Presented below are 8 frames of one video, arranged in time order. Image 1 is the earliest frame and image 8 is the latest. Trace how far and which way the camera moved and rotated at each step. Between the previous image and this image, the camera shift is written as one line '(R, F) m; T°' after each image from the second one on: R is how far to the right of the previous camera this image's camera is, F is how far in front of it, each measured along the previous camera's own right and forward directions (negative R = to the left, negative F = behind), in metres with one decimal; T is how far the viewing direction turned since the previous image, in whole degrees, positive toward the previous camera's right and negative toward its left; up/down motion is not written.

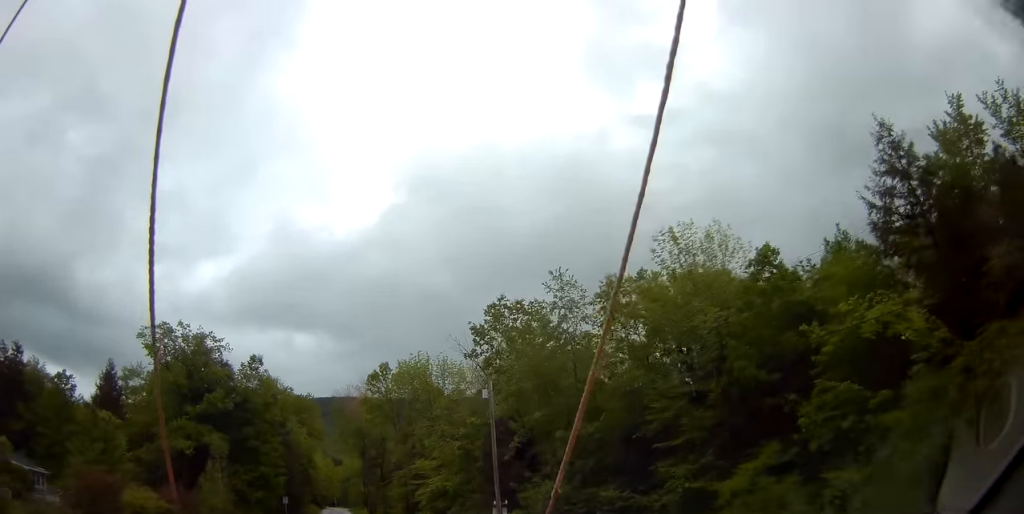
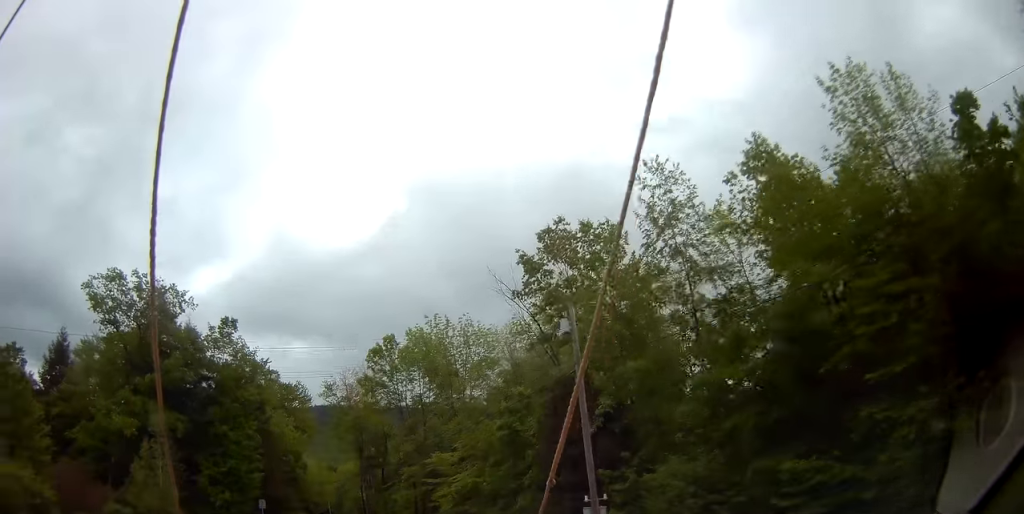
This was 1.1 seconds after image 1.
(-0.1, +15.5) m; 0°
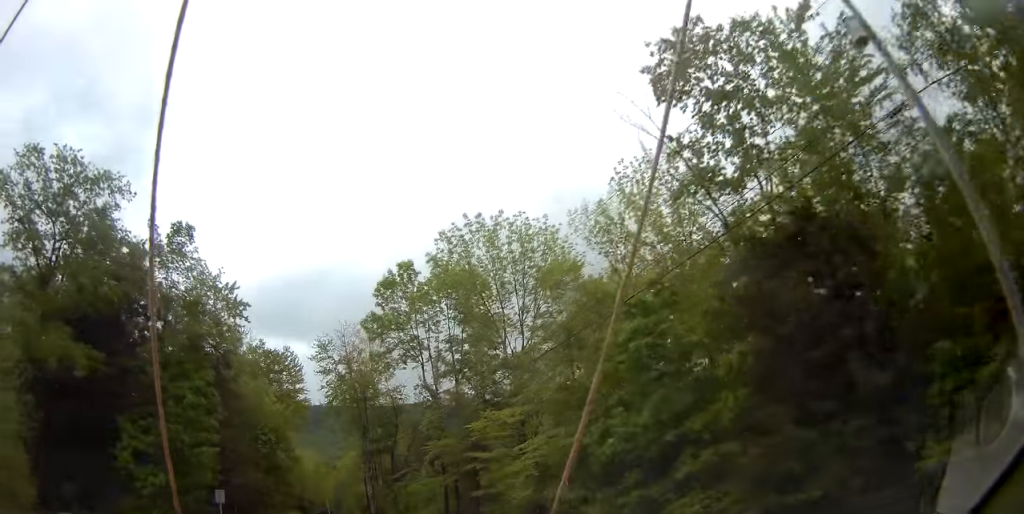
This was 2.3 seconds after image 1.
(+0.3, +17.9) m; 0°
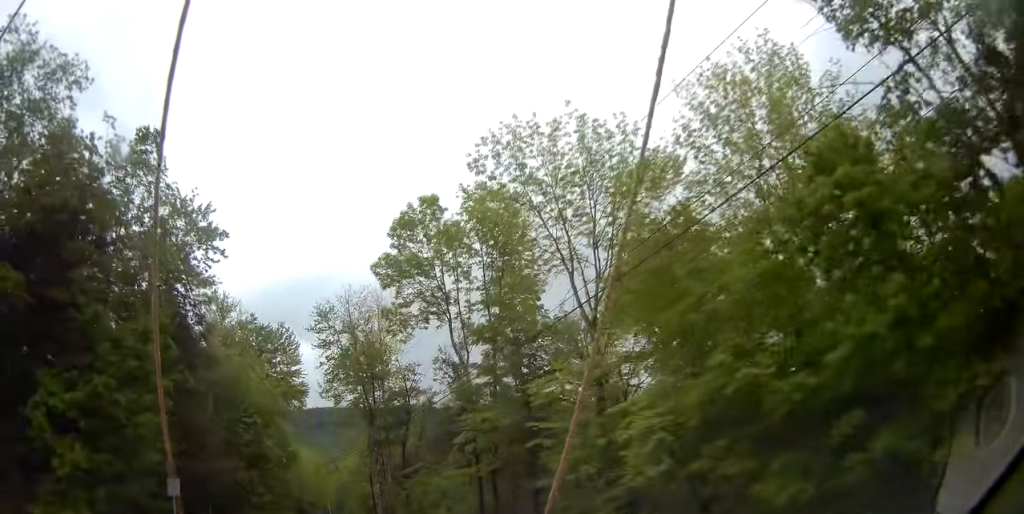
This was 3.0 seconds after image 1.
(-0.2, +10.0) m; 0°
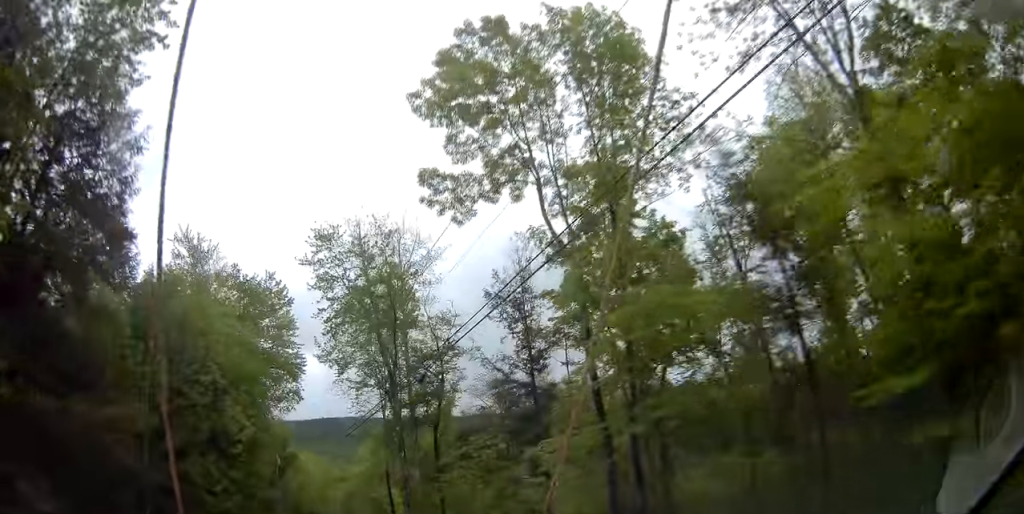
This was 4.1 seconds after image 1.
(+0.1, +15.3) m; 0°
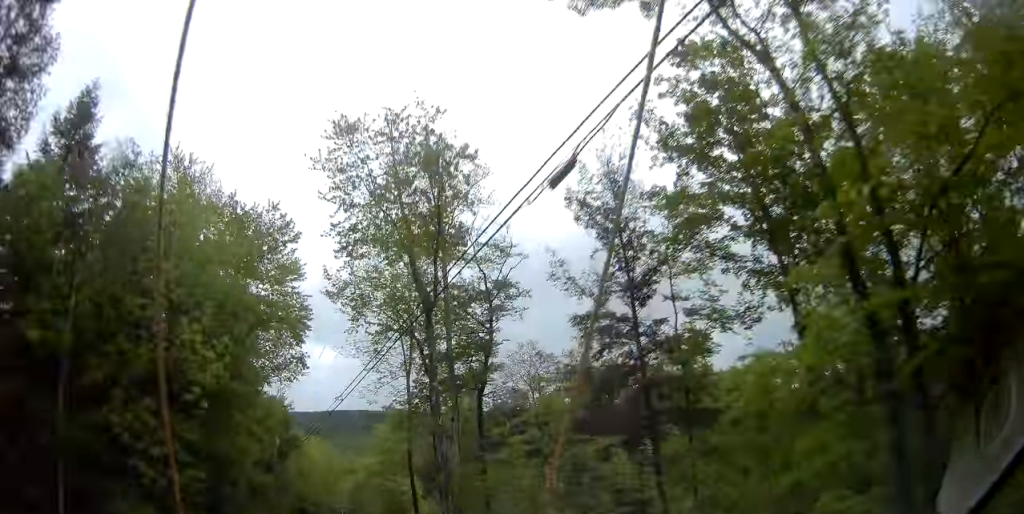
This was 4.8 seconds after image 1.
(0.0, +9.9) m; 0°
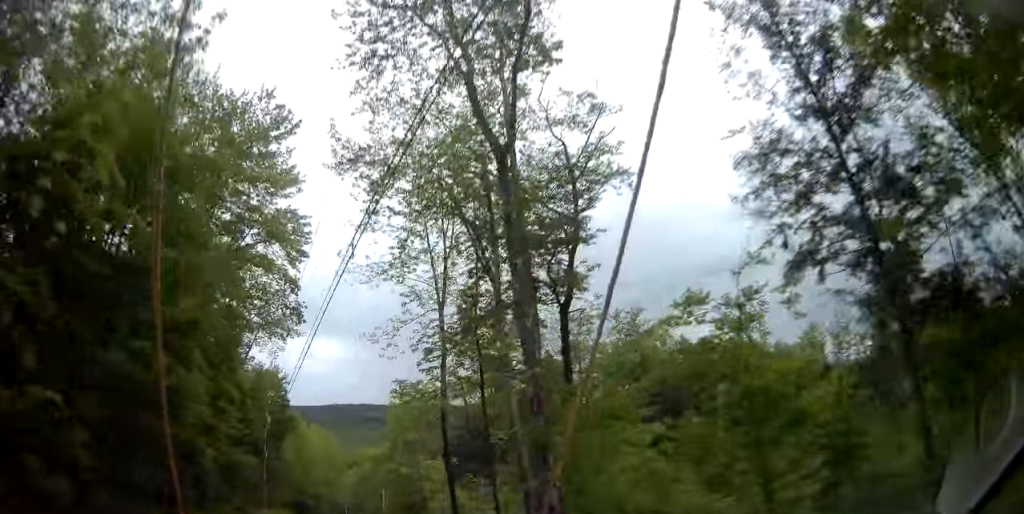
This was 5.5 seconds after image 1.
(-0.2, +10.7) m; -1°
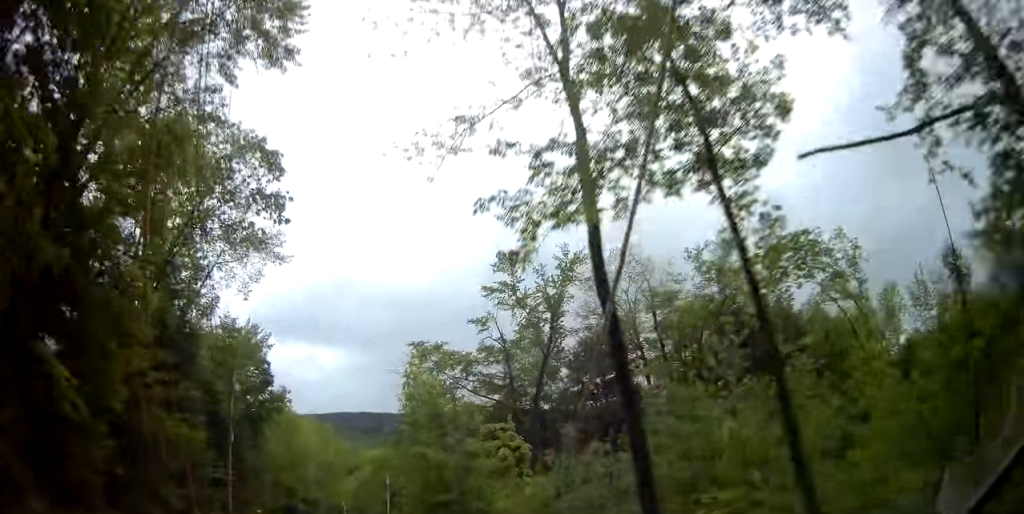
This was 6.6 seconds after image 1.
(-0.1, +15.1) m; -2°
